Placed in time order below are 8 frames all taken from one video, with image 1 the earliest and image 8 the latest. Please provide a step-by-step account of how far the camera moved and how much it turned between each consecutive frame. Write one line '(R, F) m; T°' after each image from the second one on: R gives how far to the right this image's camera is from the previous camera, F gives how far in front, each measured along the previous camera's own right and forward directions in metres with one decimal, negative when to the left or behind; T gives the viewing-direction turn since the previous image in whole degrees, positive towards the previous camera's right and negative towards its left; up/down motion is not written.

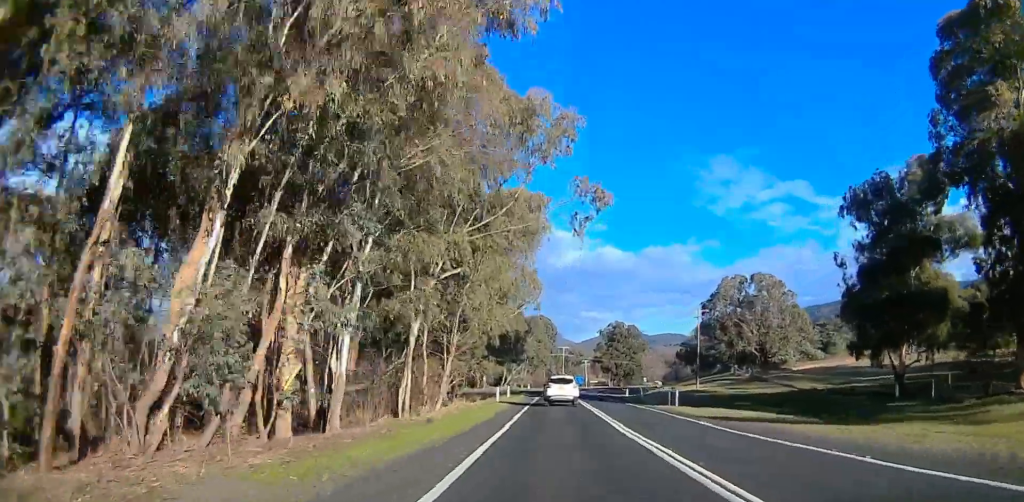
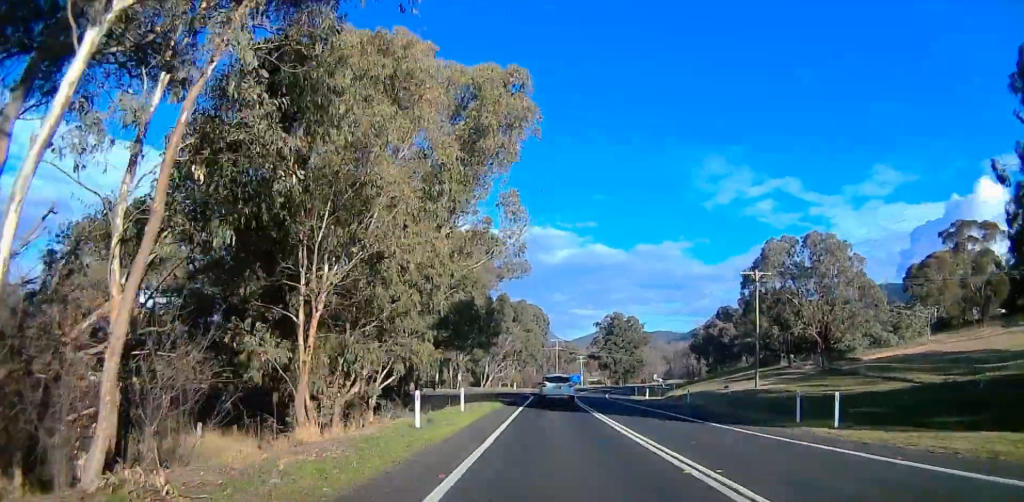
(-1.4, +25.1) m; -7°
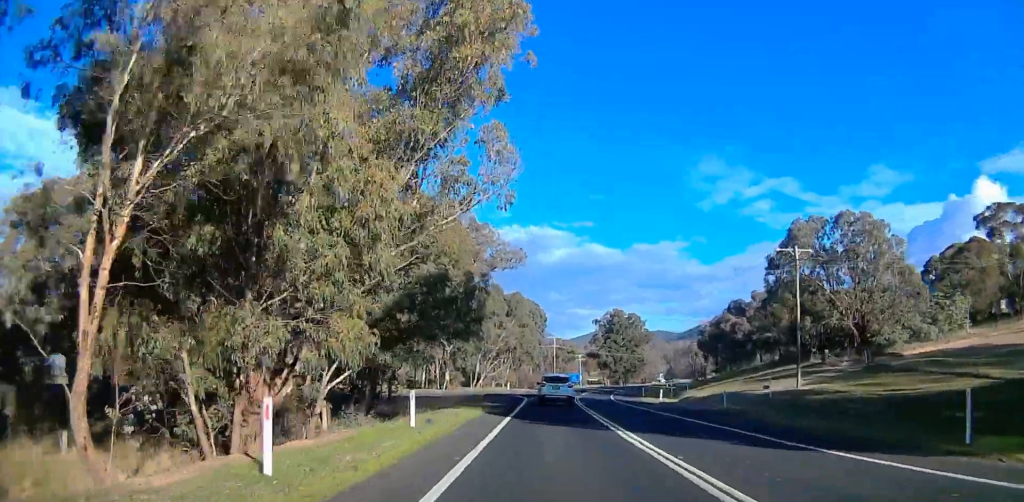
(-0.5, +10.0) m; -2°
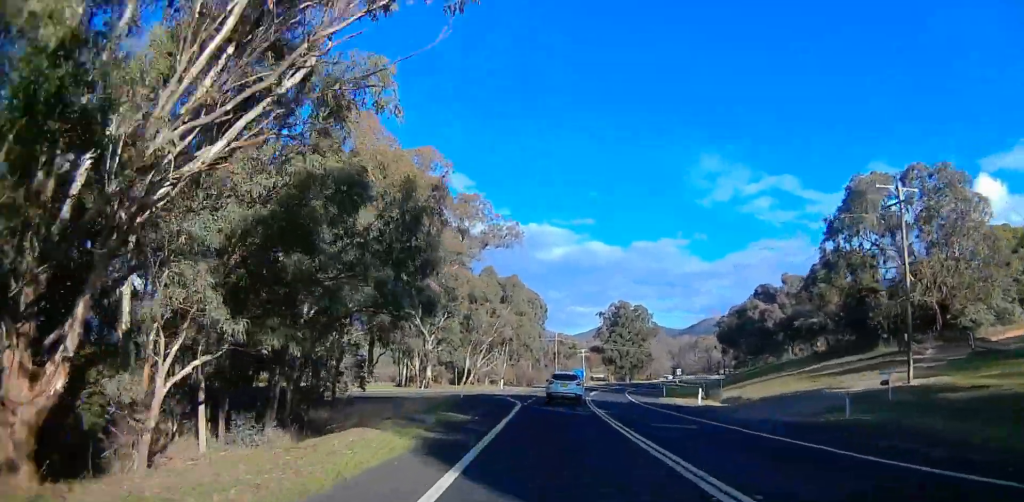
(0.0, +14.6) m; +5°
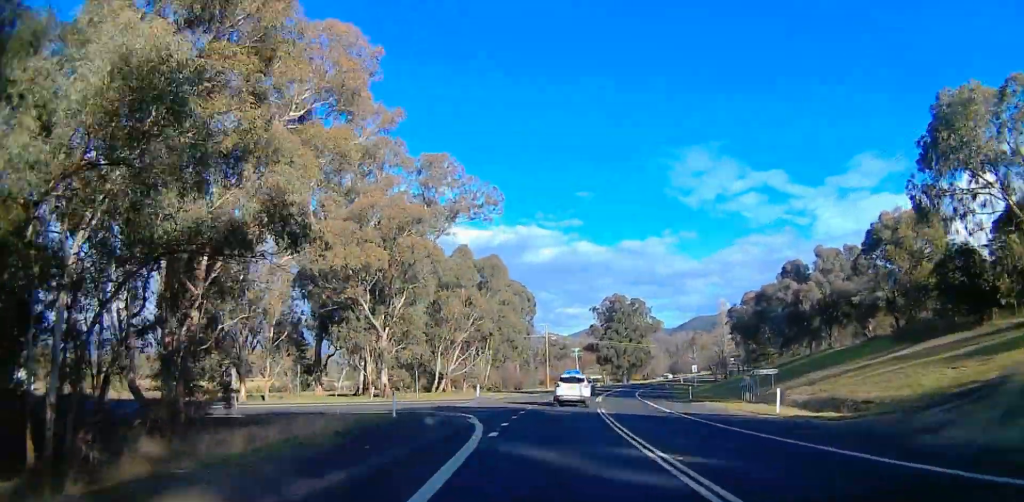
(+1.8, +18.8) m; +5°
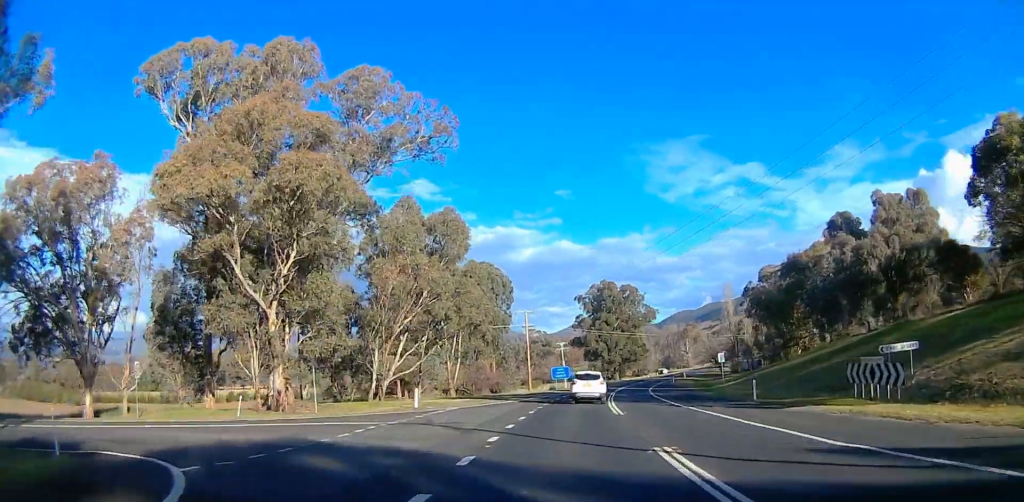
(-0.4, +23.7) m; -1°
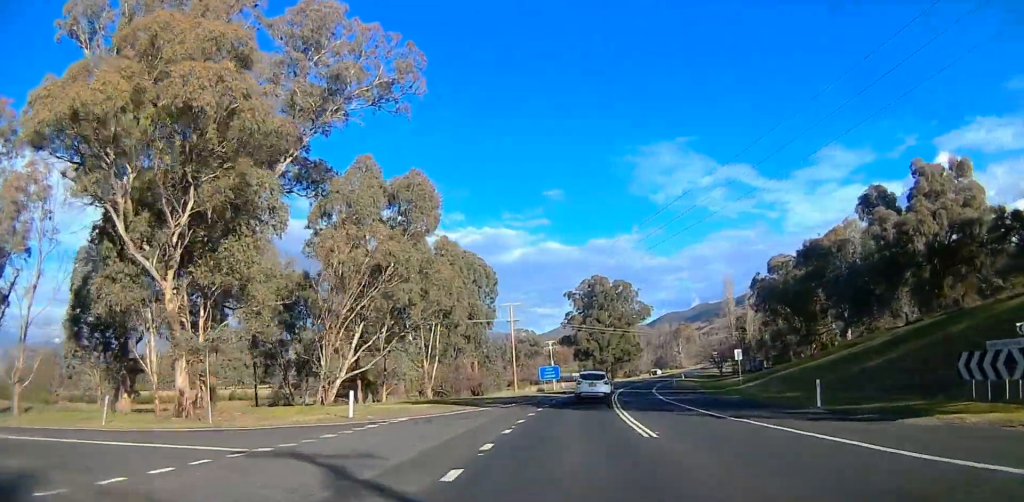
(0.0, +10.4) m; 0°
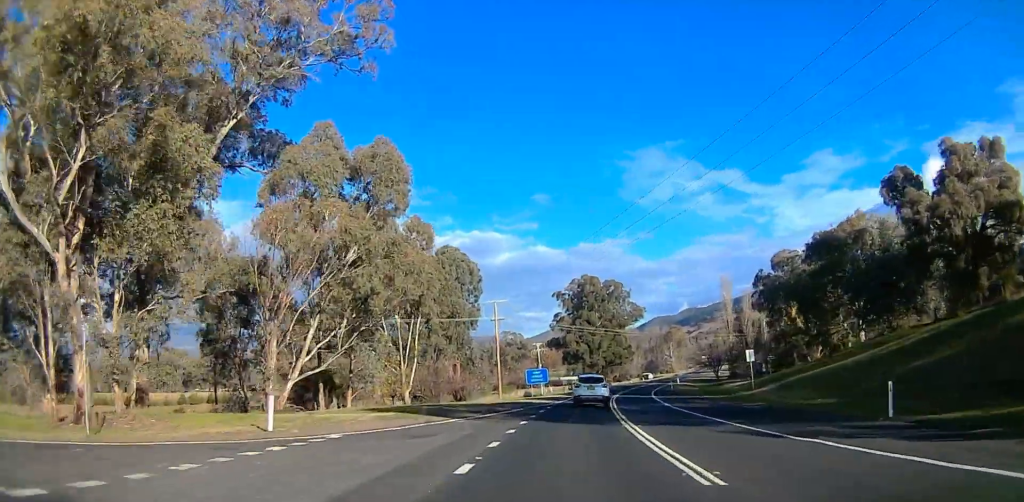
(0.0, +6.2) m; +1°
